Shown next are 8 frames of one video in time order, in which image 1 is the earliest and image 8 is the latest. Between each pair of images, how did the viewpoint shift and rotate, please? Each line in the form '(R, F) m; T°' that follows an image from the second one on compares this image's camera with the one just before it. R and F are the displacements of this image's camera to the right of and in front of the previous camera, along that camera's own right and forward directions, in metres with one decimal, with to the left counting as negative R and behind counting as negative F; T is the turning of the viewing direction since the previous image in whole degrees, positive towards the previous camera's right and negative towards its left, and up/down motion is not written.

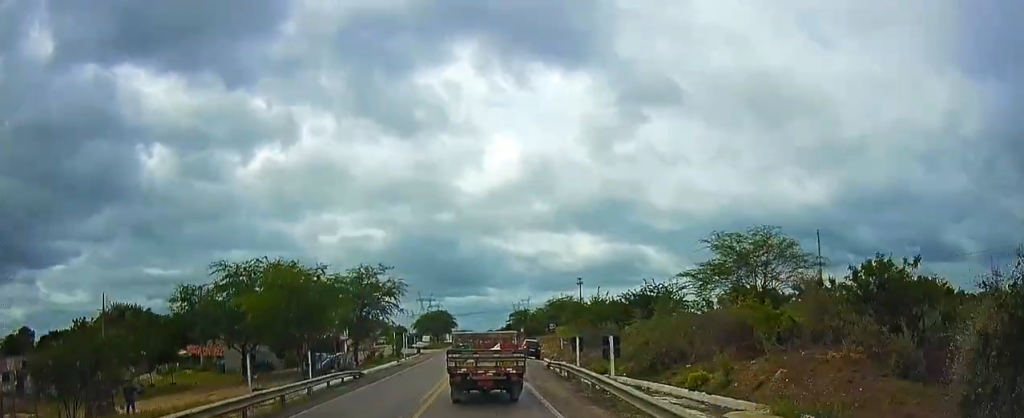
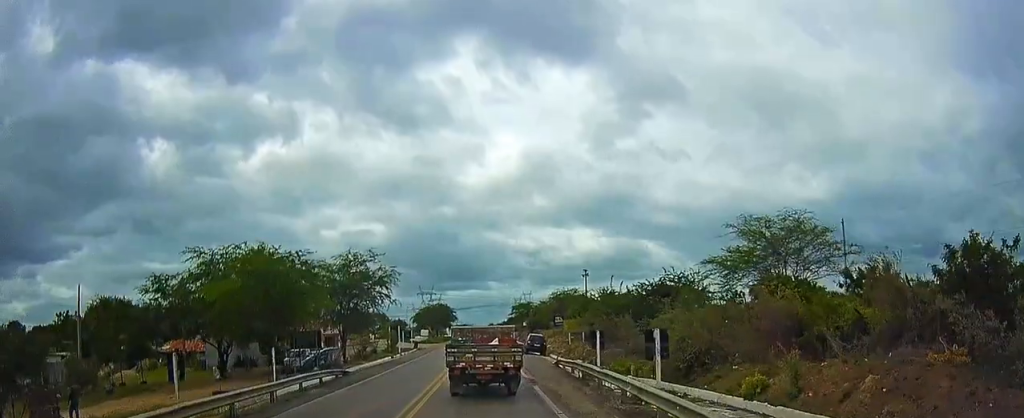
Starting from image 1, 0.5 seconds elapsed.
(+0.4, +4.1) m; 0°
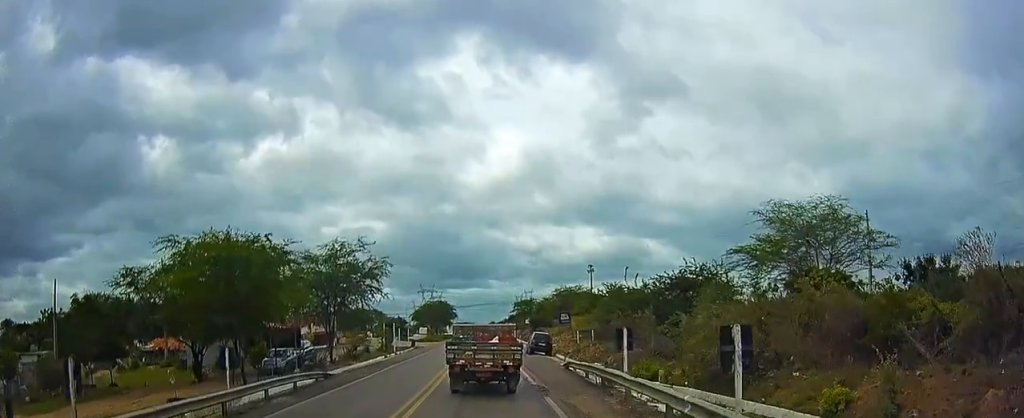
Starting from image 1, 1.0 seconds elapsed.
(-0.3, +3.8) m; -1°
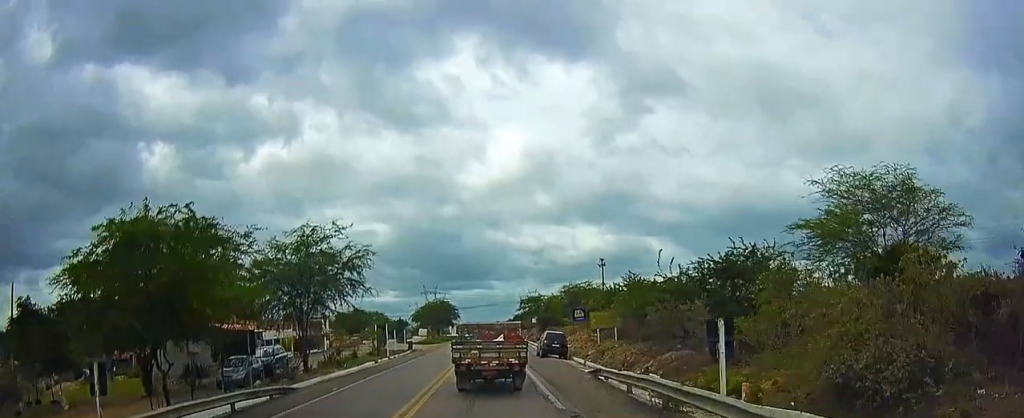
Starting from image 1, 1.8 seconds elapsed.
(-0.3, +6.3) m; -1°
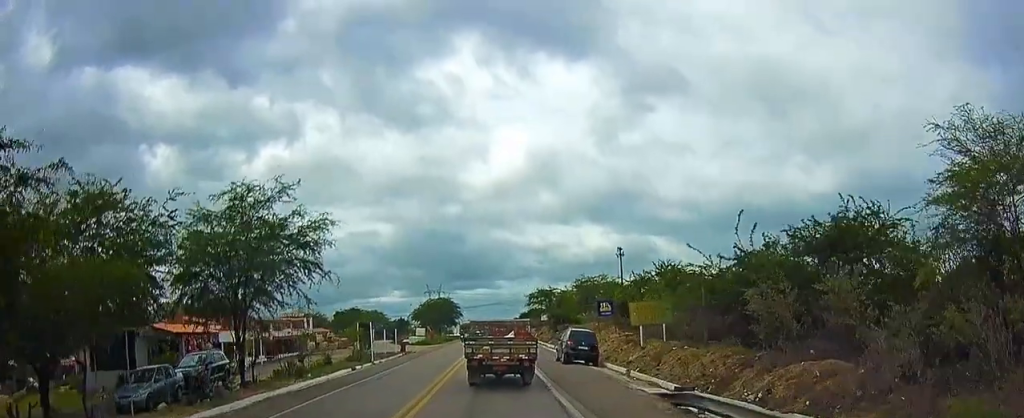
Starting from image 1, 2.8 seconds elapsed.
(+0.2, +9.3) m; 0°
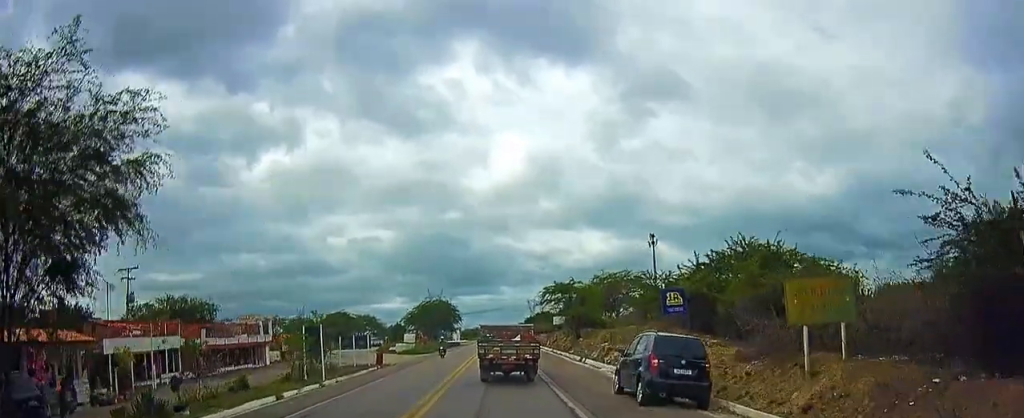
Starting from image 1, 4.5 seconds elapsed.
(+0.2, +14.6) m; +3°
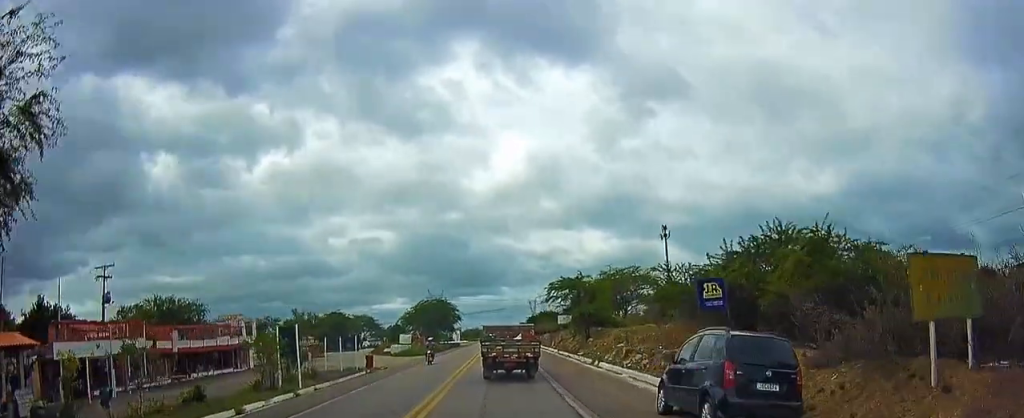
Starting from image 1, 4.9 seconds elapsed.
(0.0, +4.2) m; -1°
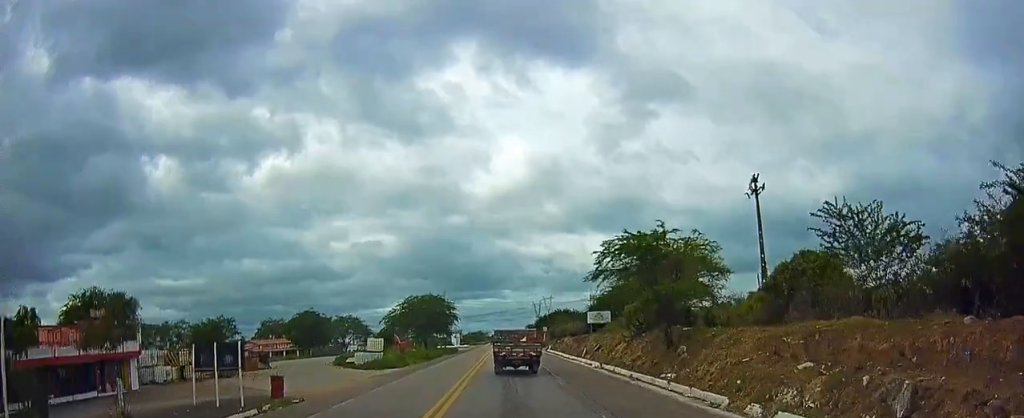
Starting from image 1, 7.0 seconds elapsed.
(-0.8, +18.5) m; -2°
